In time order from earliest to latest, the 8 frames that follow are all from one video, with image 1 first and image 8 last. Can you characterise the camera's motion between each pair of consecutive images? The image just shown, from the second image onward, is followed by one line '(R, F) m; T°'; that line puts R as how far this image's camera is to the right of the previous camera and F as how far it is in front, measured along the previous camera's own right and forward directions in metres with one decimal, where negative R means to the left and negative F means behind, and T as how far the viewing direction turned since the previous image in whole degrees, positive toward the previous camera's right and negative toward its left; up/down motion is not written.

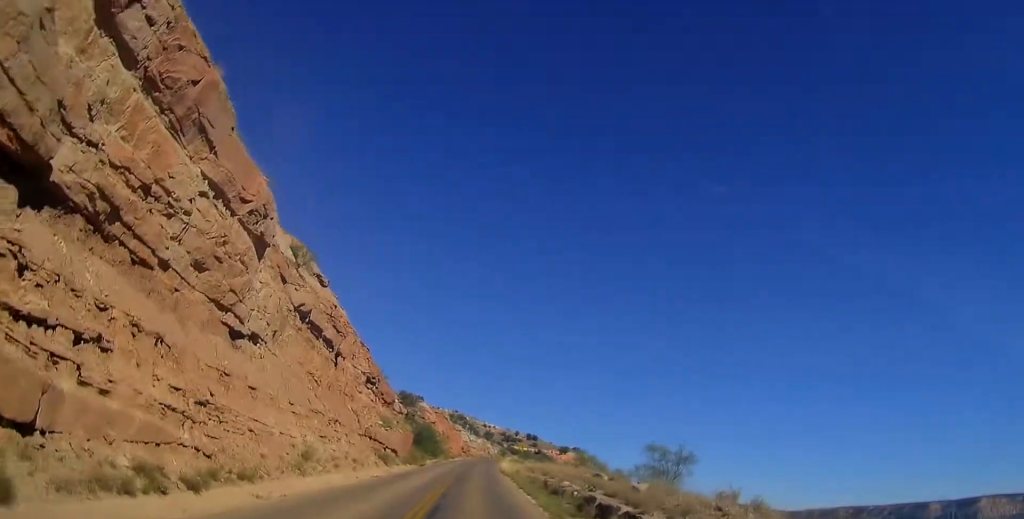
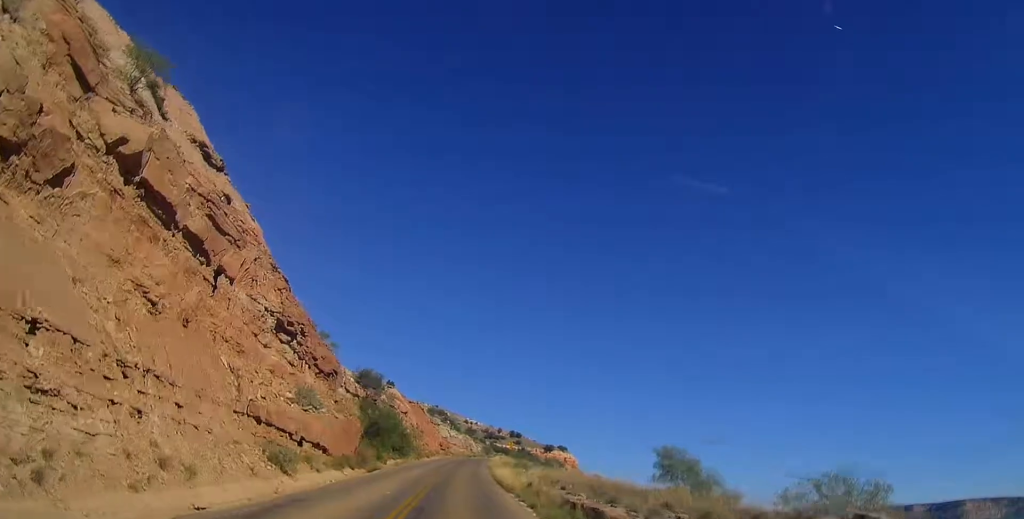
(+0.9, +19.0) m; +4°
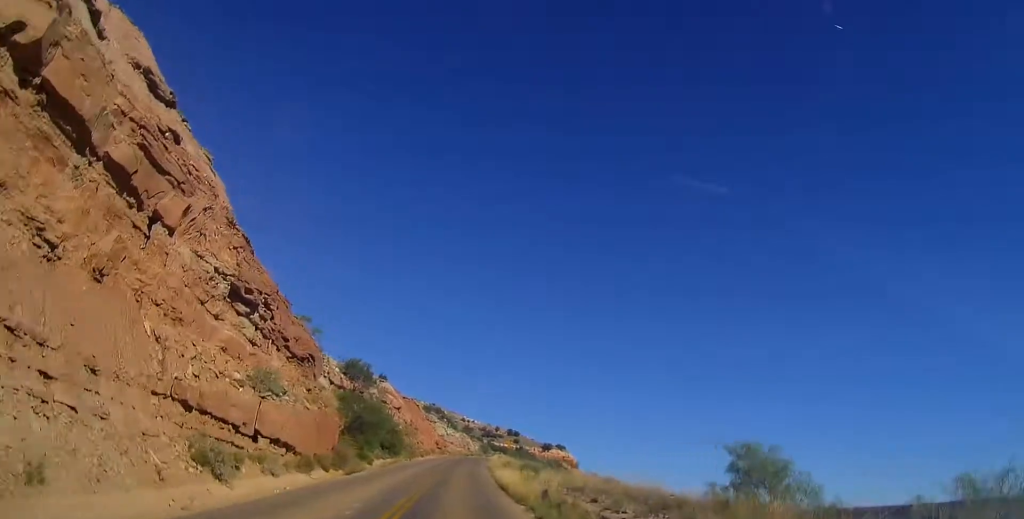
(-0.1, +5.5) m; +1°
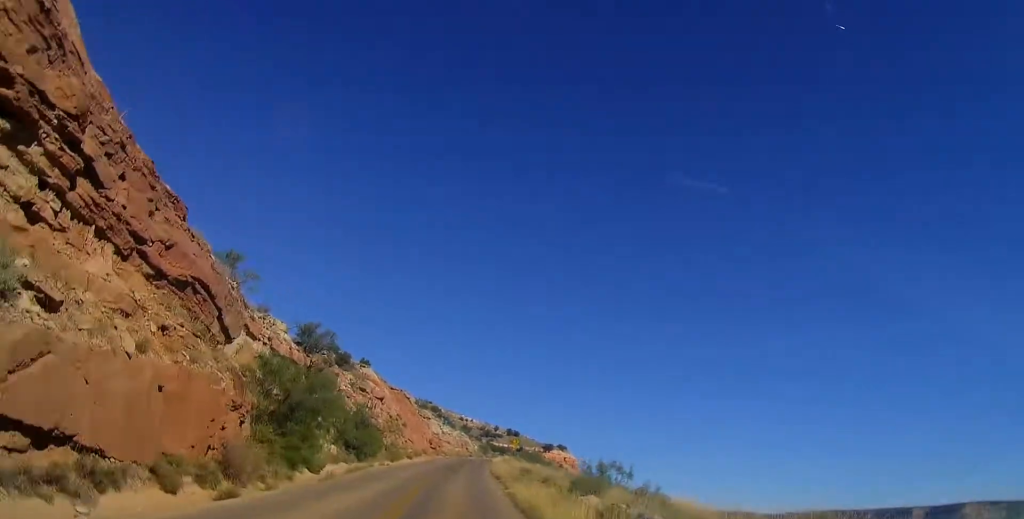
(+0.6, +14.7) m; 0°
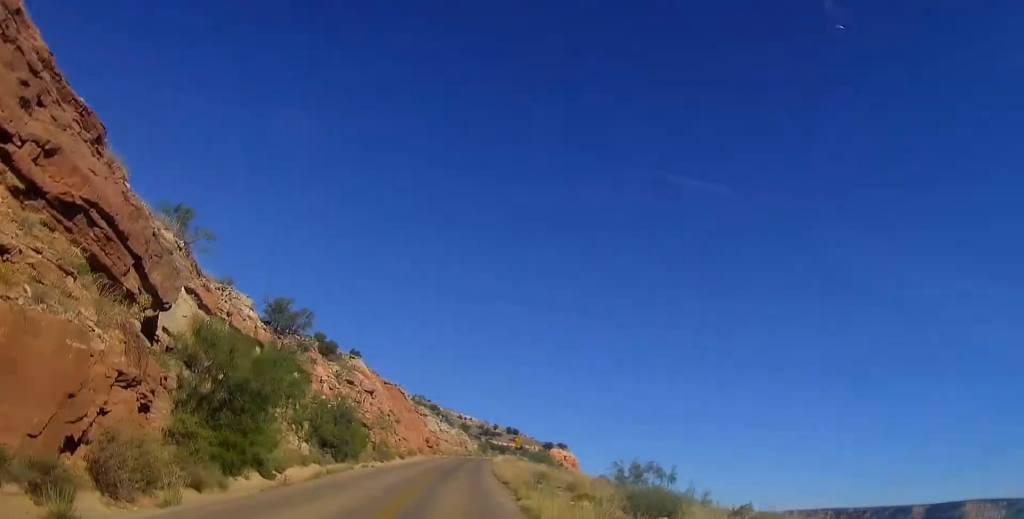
(-0.3, +6.0) m; -1°
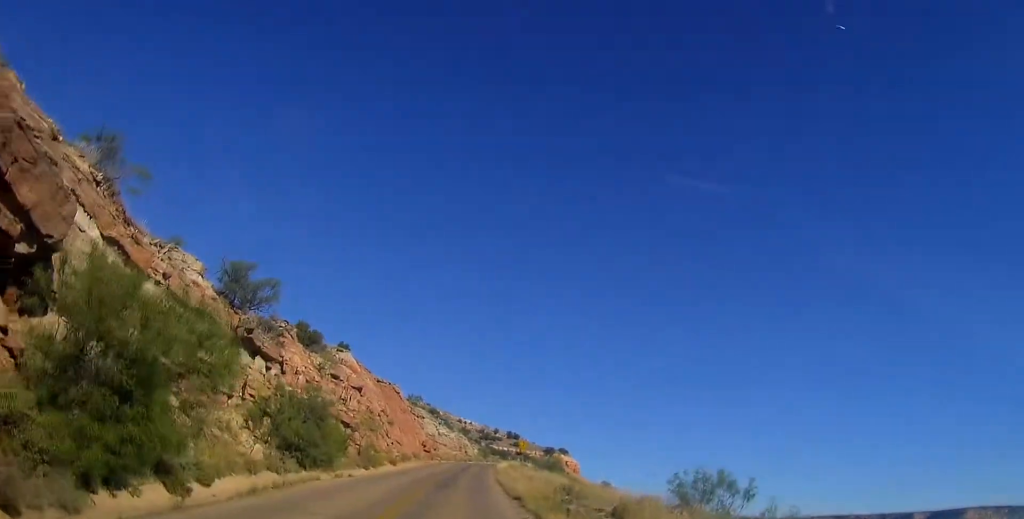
(-0.1, +6.5) m; -1°
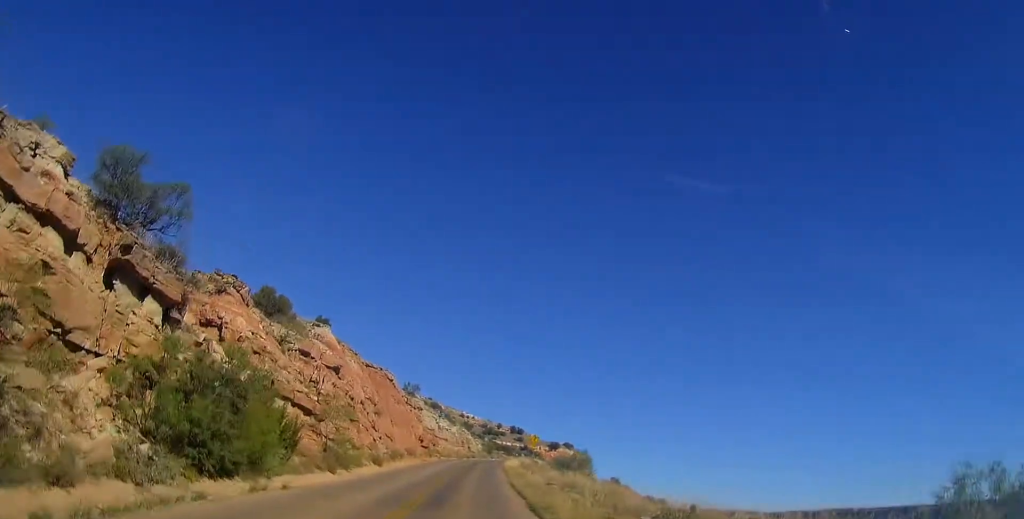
(-0.1, +9.7) m; 0°
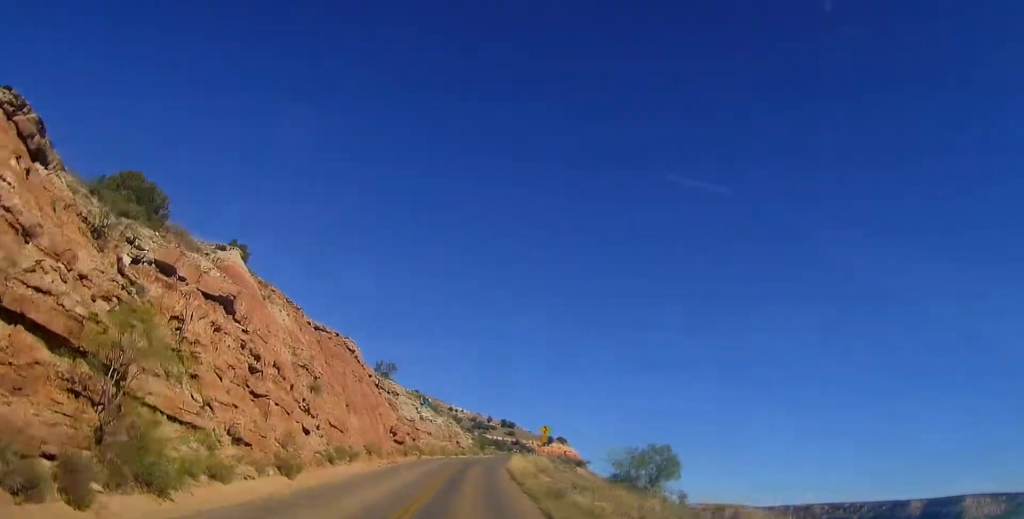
(0.0, +17.4) m; +2°
